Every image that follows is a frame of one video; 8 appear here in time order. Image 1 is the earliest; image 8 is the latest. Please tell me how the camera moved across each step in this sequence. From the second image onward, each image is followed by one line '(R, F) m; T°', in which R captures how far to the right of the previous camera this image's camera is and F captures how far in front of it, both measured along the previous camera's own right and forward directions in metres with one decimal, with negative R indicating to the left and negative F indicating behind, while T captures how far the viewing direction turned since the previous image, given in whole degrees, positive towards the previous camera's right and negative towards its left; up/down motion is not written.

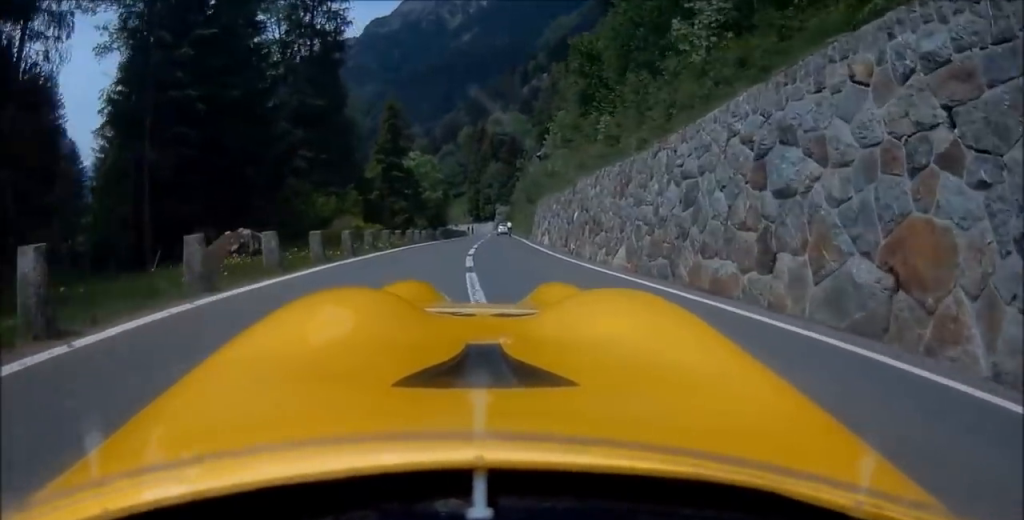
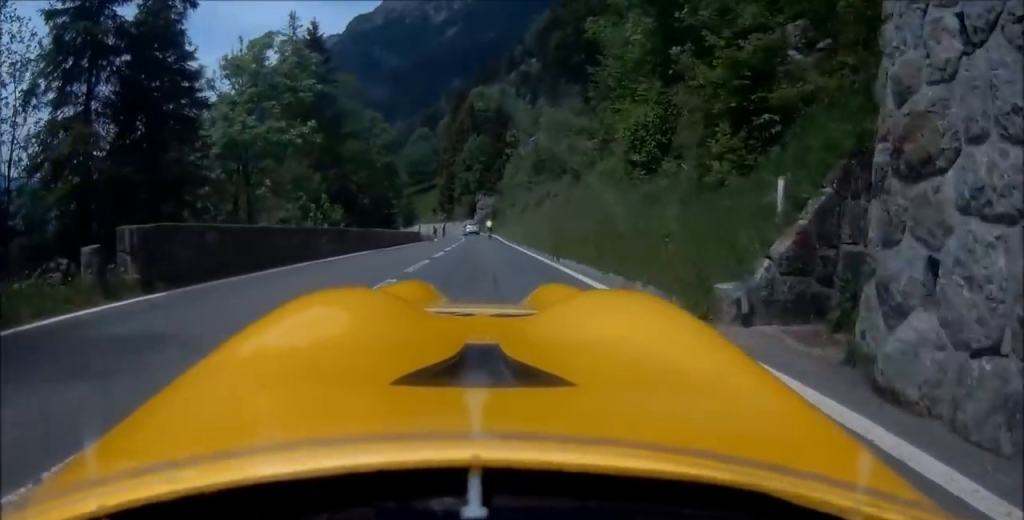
(+1.0, +36.8) m; +3°
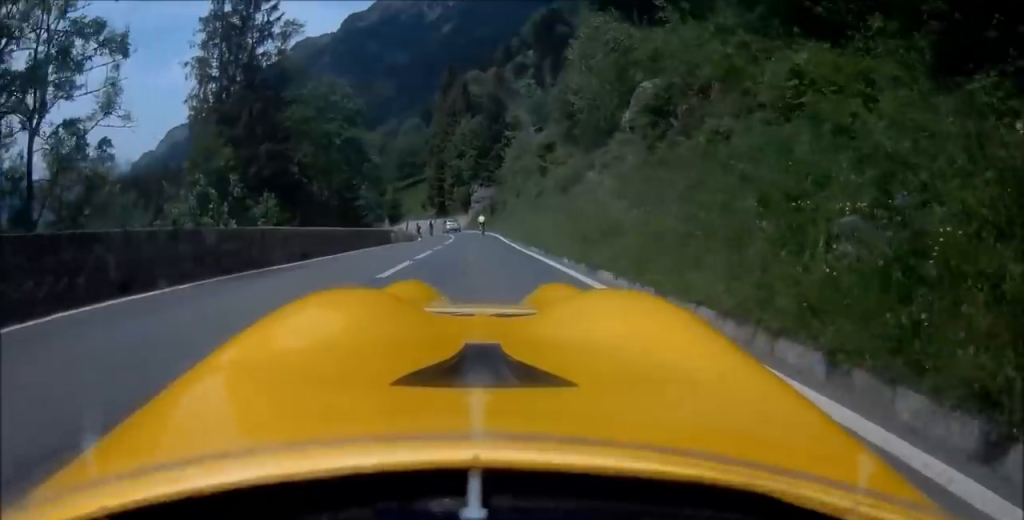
(+0.5, +13.6) m; 0°
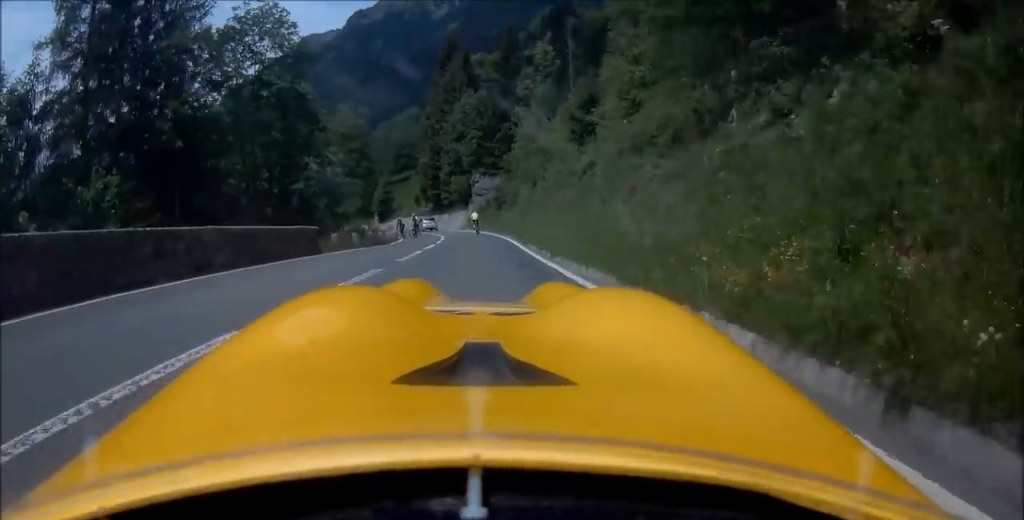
(-0.4, +14.3) m; -4°
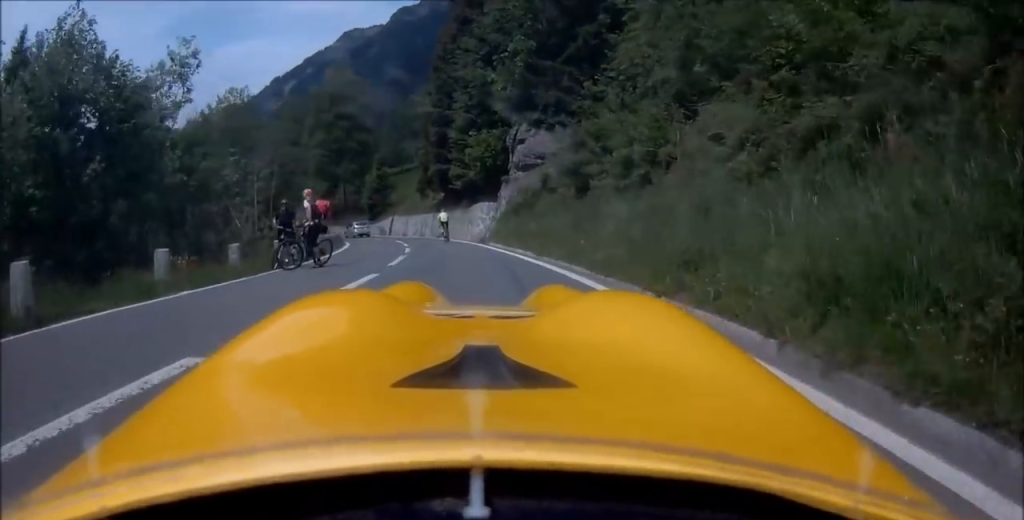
(-2.4, +30.0) m; -7°
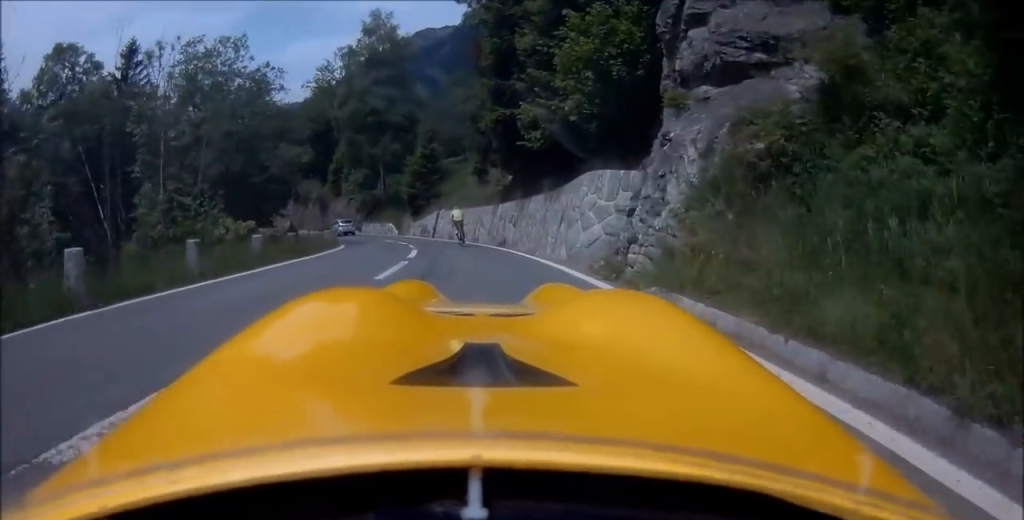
(-0.3, +17.2) m; -1°
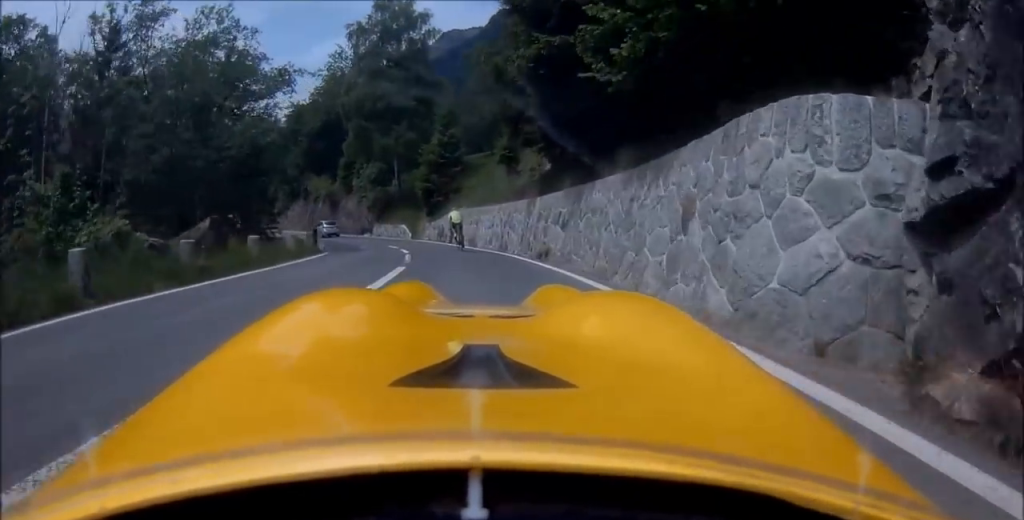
(+0.2, +7.8) m; 0°
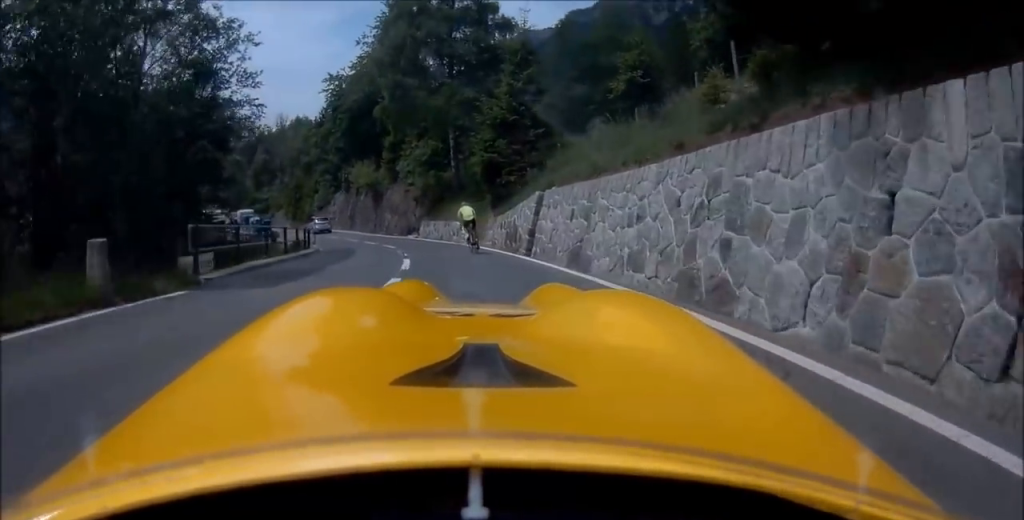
(-0.2, +15.1) m; -6°
